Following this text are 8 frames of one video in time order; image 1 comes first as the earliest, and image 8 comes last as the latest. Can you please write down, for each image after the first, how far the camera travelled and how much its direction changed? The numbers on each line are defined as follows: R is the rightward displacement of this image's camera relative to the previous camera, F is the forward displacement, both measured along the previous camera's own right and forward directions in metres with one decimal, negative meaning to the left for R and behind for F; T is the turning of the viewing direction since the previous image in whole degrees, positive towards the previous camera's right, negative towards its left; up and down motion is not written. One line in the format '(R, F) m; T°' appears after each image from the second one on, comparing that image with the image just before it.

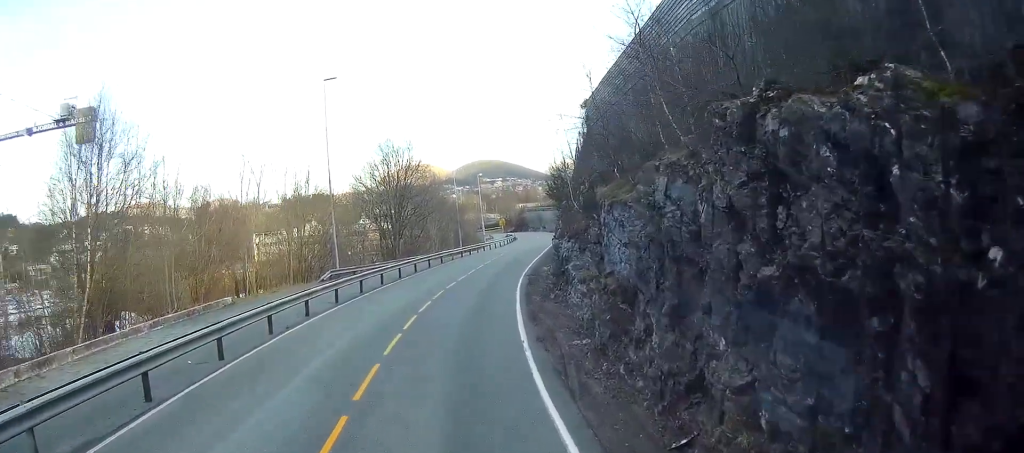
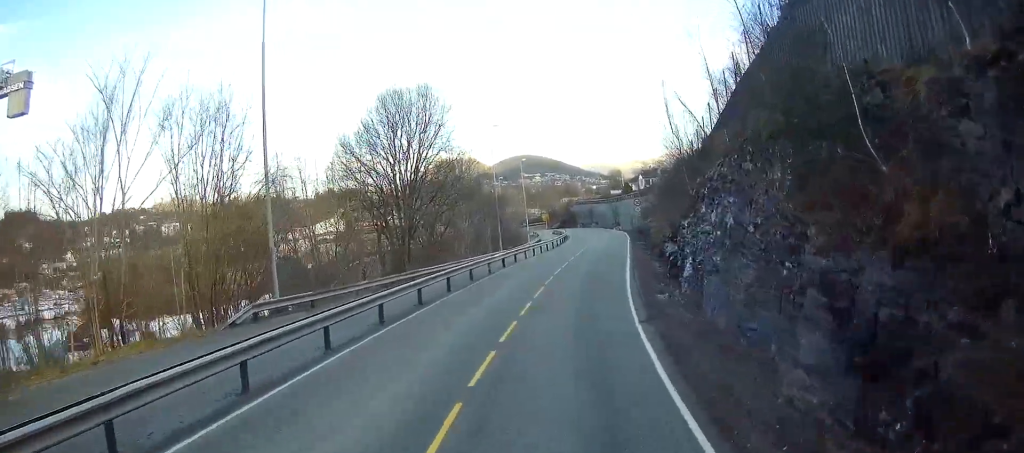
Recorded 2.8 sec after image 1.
(-0.6, +19.1) m; 0°
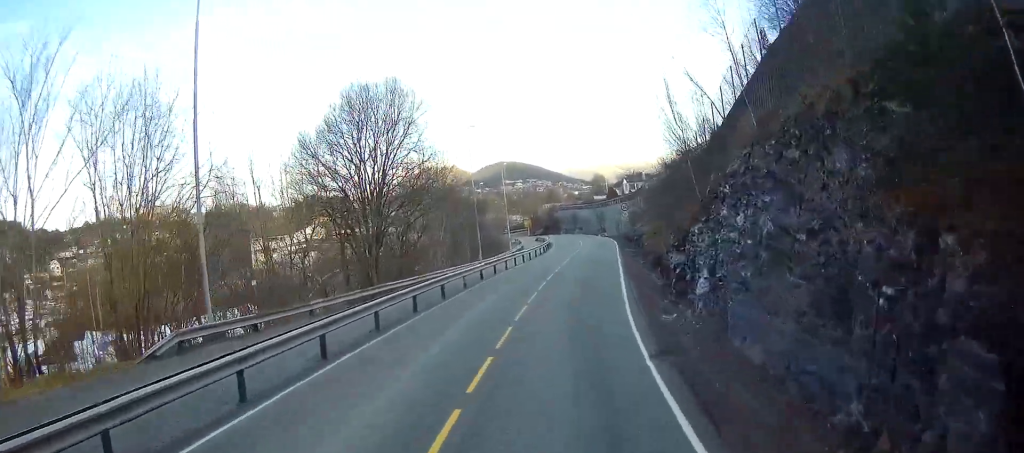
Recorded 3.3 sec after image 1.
(0.0, +3.8) m; +1°
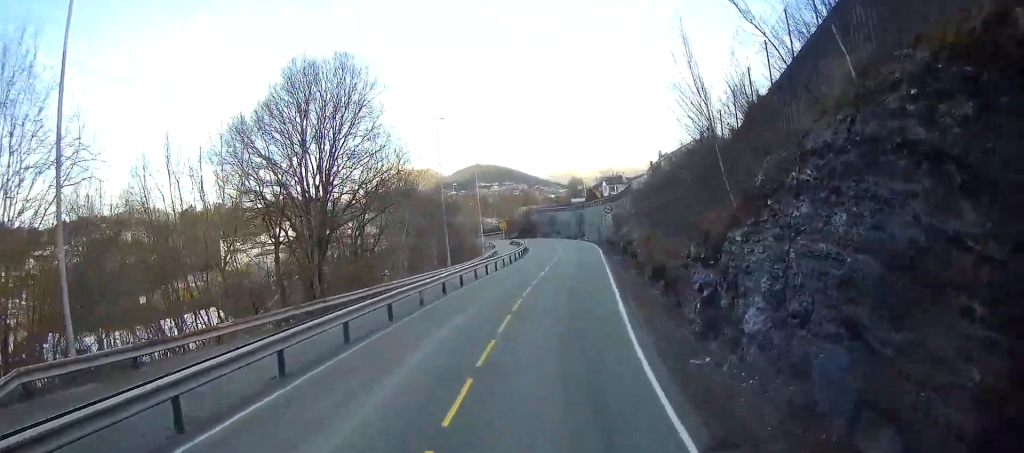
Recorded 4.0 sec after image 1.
(0.0, +5.6) m; 0°
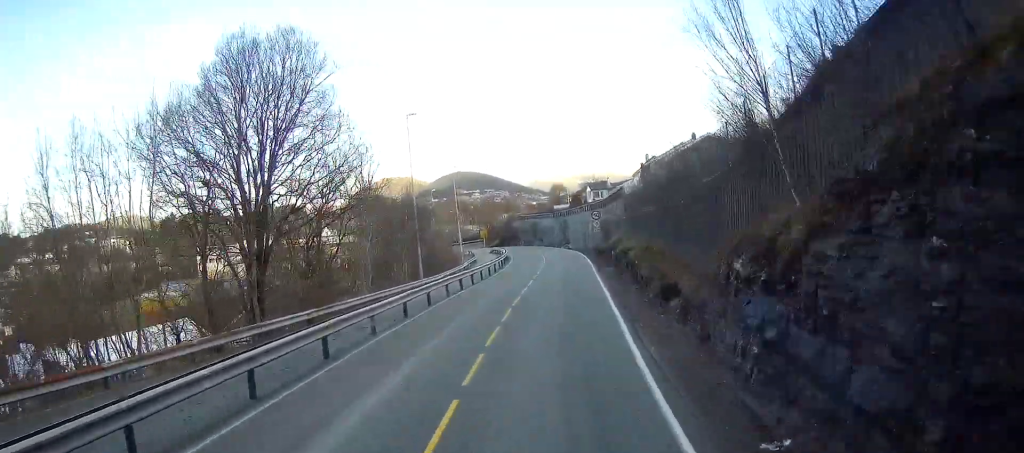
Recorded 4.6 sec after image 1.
(0.0, +4.9) m; 0°
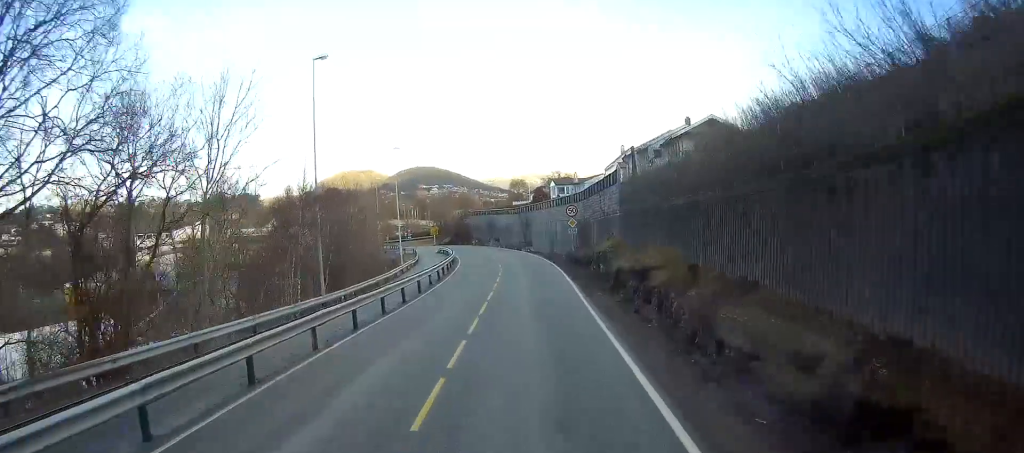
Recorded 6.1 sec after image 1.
(-0.1, +14.0) m; +2°
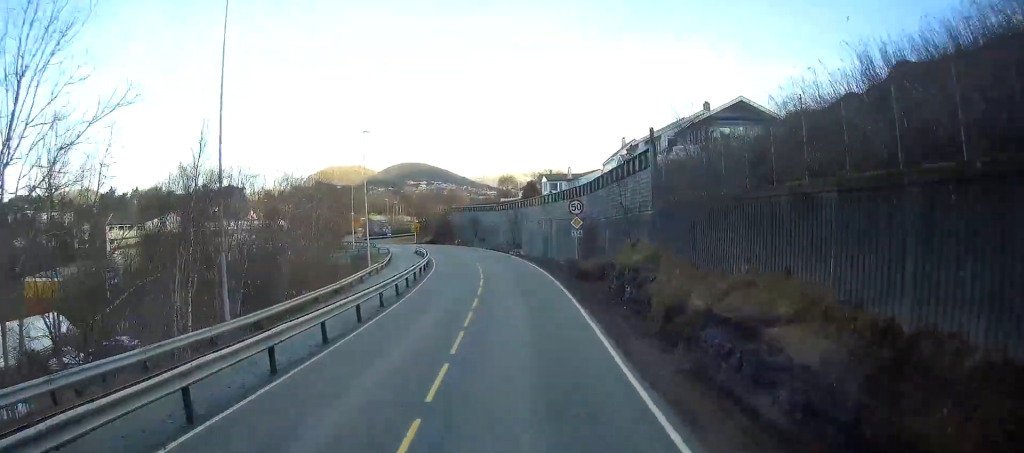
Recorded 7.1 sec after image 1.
(+0.5, +10.1) m; +3°
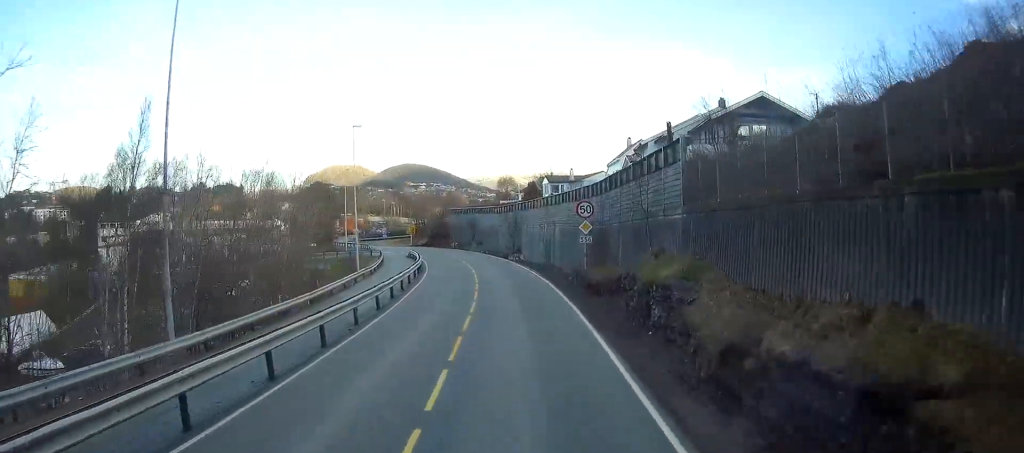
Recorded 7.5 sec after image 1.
(0.0, +4.2) m; 0°
